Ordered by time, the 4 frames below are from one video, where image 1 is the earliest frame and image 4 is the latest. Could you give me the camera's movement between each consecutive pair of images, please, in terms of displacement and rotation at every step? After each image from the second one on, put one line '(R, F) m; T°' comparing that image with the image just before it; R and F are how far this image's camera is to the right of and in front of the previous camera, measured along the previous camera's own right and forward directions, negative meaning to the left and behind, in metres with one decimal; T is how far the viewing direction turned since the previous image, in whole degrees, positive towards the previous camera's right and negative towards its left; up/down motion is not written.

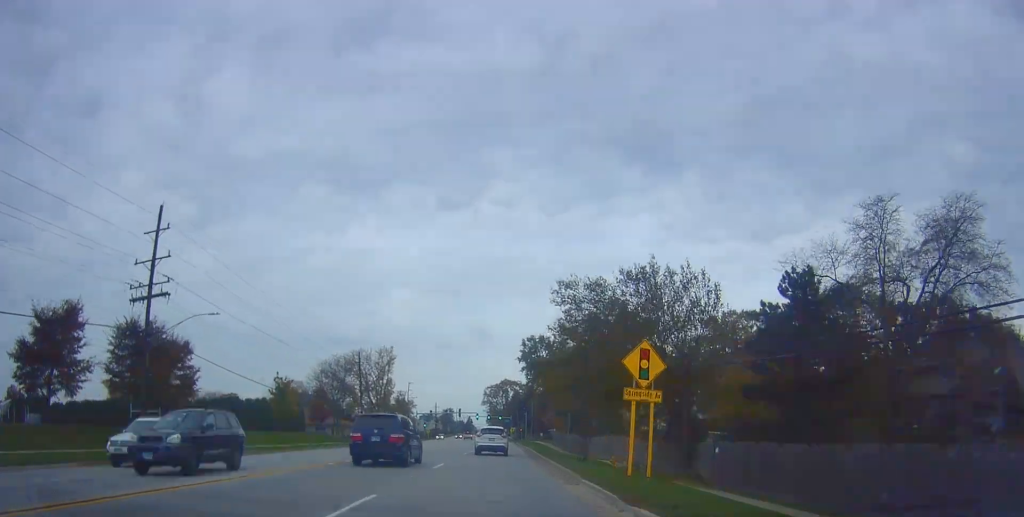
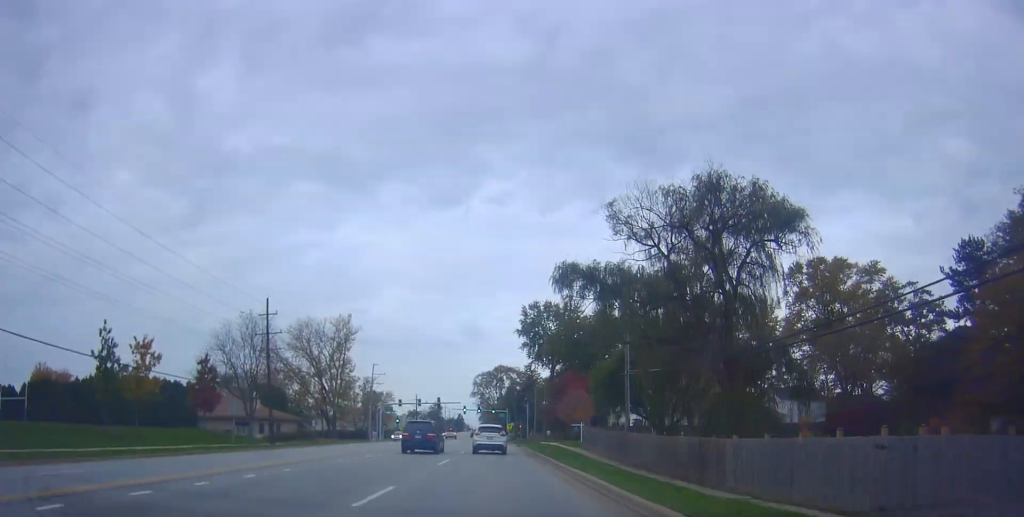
(-0.3, +35.1) m; 0°
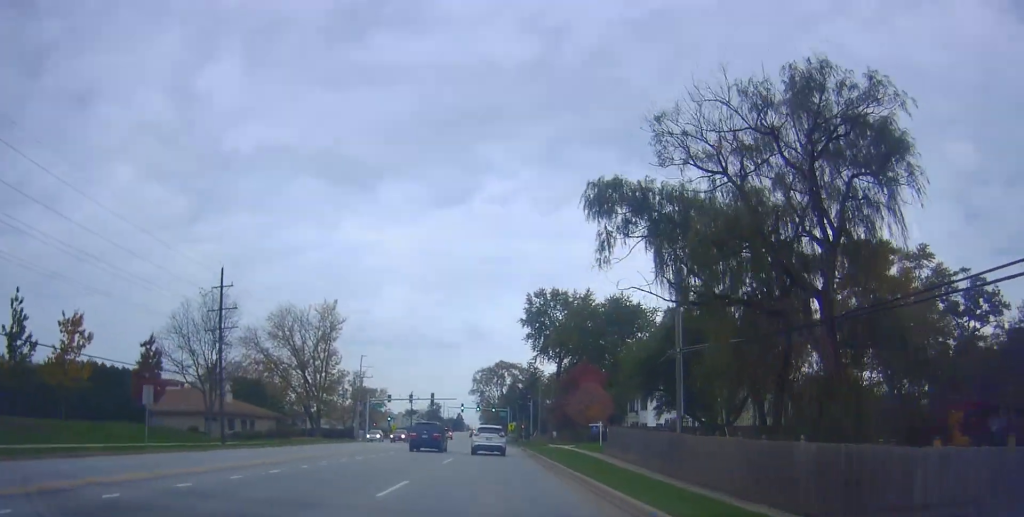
(-0.1, +10.5) m; 0°
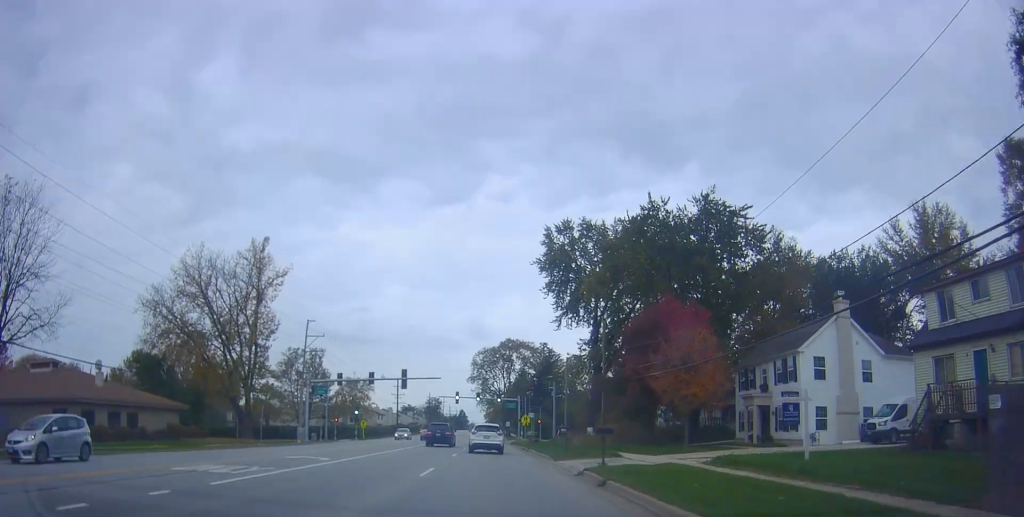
(+0.3, +32.1) m; +2°
